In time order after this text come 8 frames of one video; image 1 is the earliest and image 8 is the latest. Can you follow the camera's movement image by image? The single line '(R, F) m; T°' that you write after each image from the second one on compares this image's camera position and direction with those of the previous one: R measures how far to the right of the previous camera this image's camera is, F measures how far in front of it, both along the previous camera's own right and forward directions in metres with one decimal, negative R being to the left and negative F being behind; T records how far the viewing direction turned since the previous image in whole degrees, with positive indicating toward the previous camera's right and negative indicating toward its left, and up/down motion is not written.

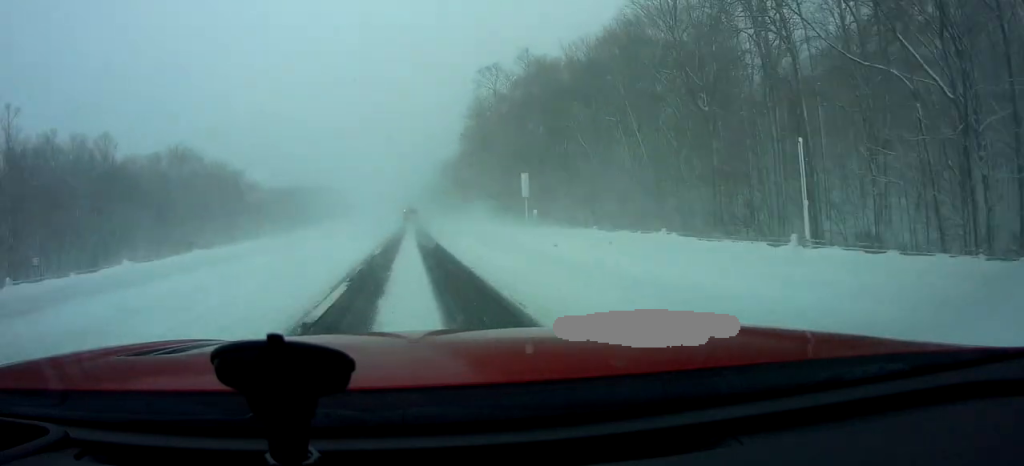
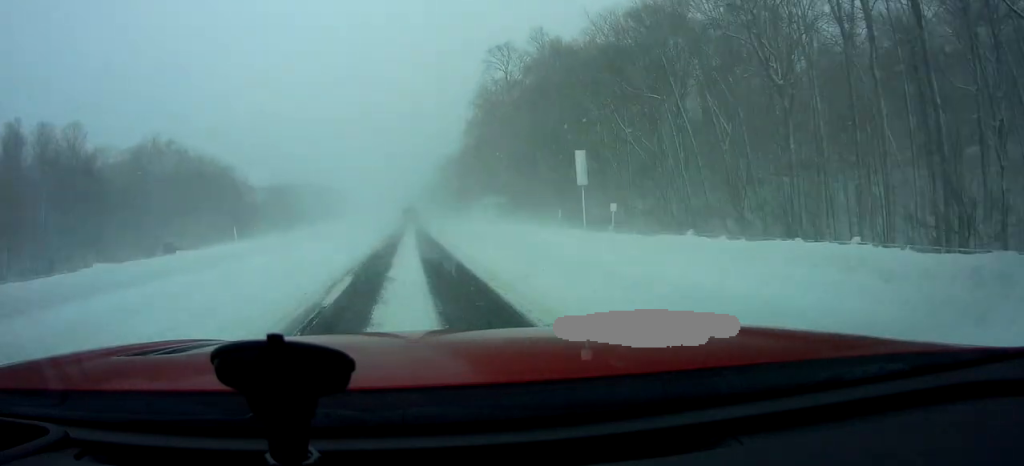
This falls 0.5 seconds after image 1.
(-0.1, +10.9) m; -1°
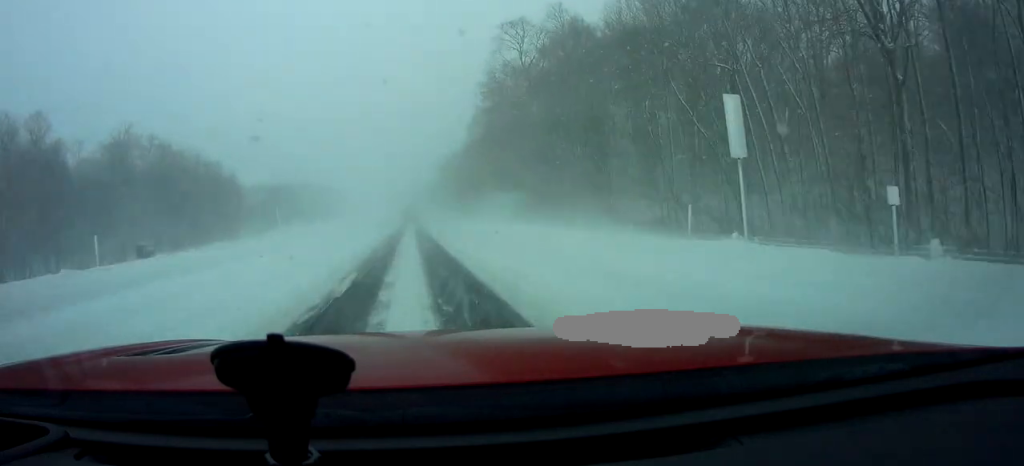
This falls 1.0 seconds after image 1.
(0.0, +11.0) m; 0°
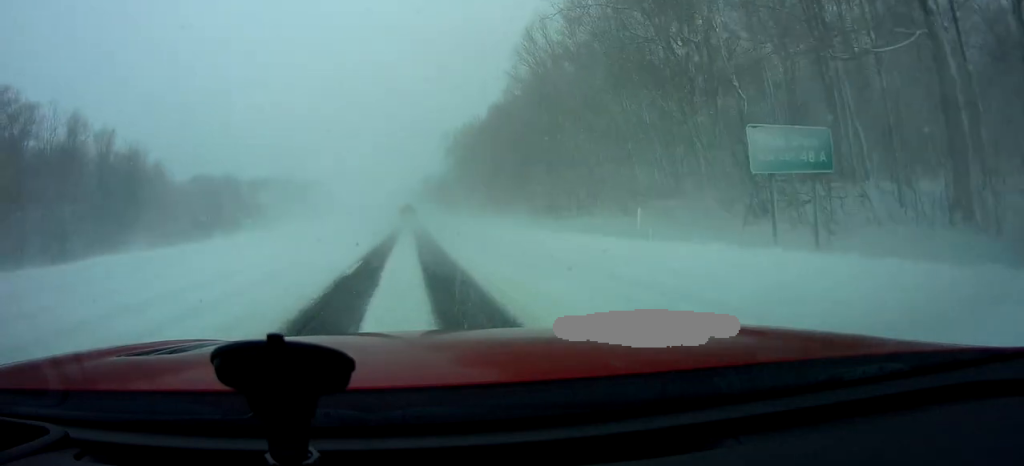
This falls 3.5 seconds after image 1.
(+0.4, +56.7) m; +1°
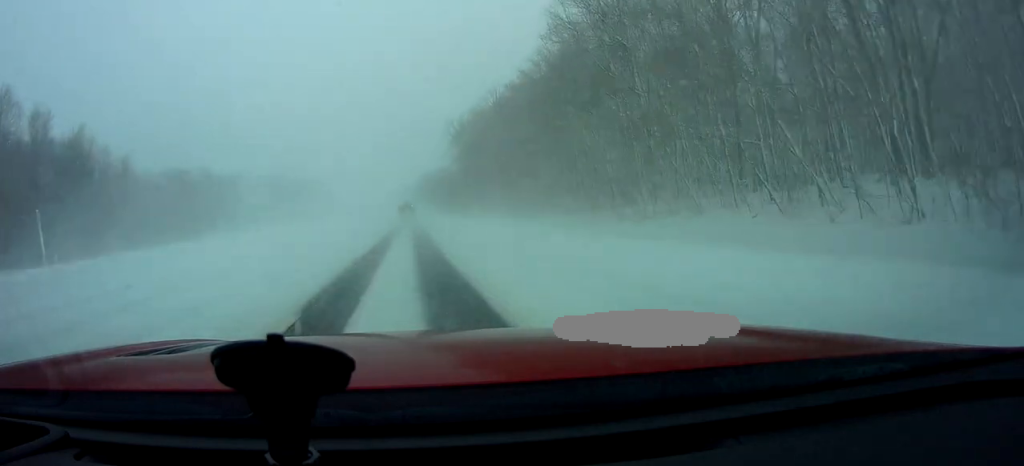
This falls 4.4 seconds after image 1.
(+0.4, +20.6) m; 0°
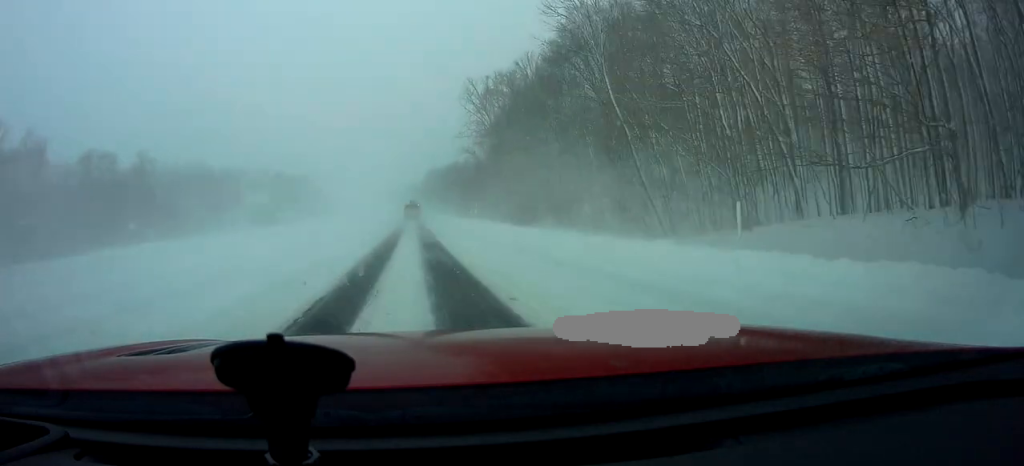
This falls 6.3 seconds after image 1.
(-0.1, +43.2) m; 0°
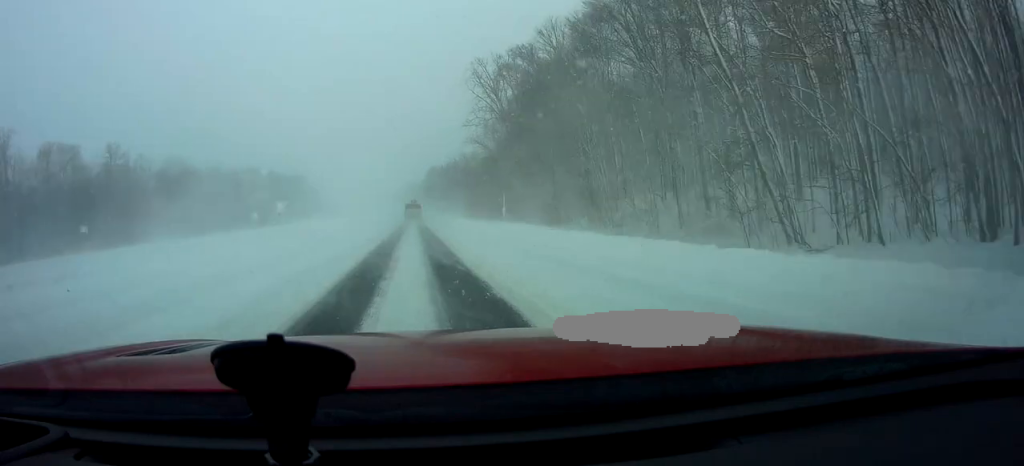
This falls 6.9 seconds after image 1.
(0.0, +13.9) m; 0°
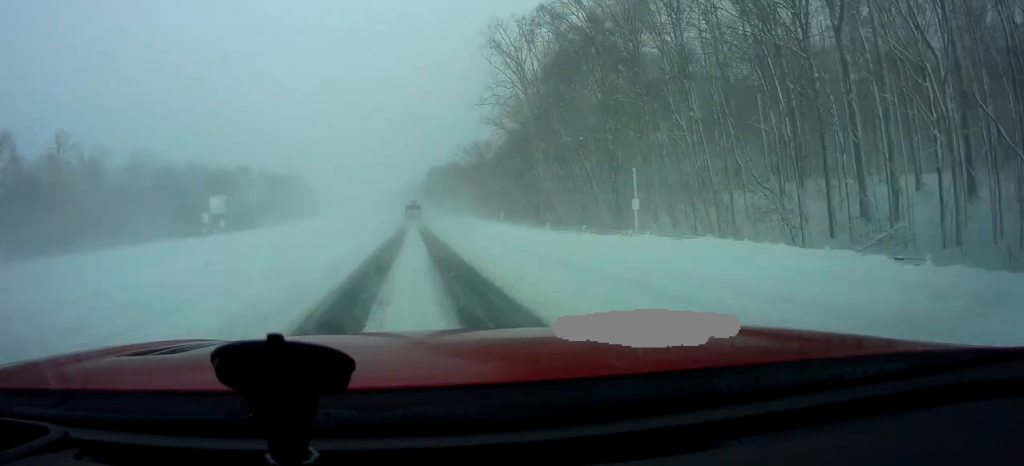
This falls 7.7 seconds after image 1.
(-0.3, +19.3) m; -1°
